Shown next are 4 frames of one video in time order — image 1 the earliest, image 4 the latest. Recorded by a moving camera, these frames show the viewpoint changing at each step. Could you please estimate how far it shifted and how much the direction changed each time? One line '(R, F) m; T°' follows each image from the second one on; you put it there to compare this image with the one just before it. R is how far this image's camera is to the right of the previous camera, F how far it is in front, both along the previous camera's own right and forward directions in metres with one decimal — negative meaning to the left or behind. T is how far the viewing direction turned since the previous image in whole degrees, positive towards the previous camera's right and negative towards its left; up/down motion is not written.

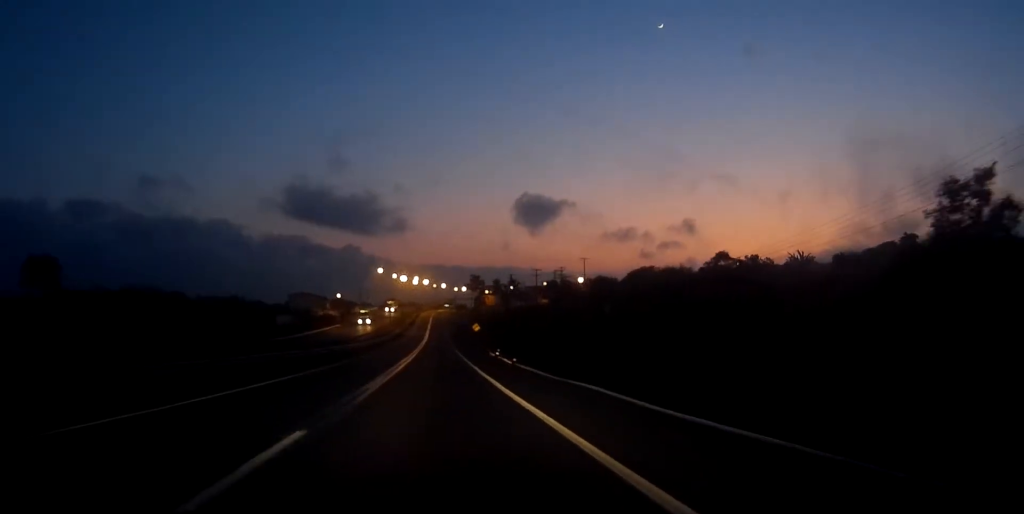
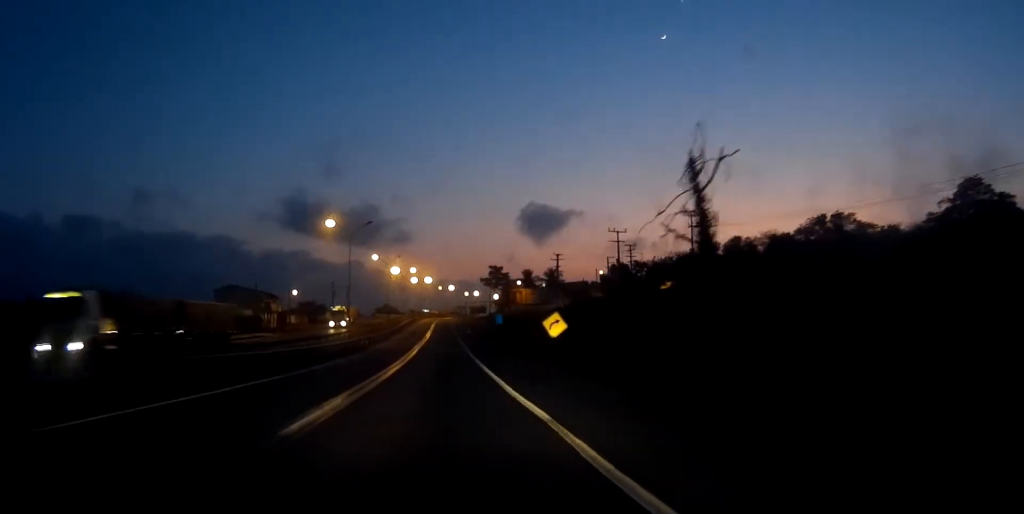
(-0.3, +73.9) m; -1°
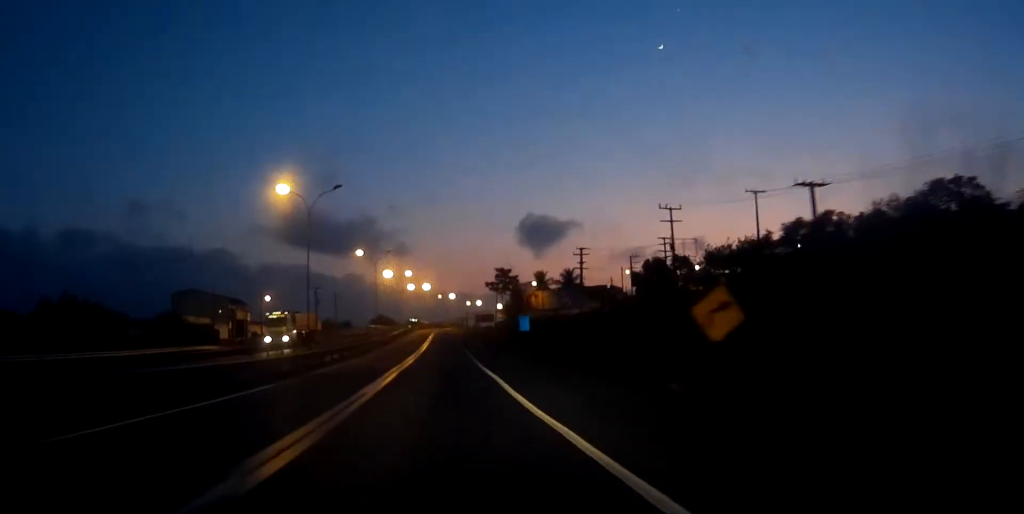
(+0.1, +22.9) m; 0°
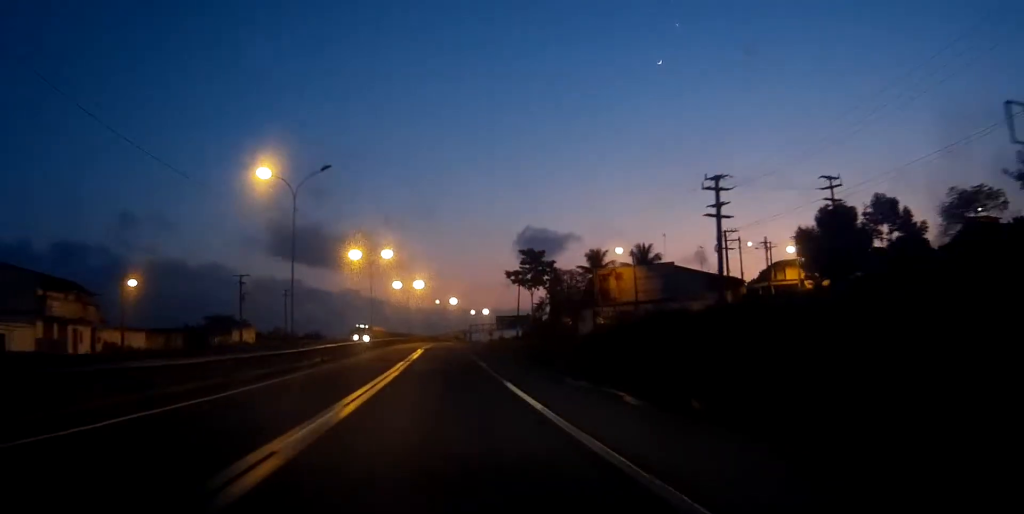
(+0.1, +55.5) m; 0°
